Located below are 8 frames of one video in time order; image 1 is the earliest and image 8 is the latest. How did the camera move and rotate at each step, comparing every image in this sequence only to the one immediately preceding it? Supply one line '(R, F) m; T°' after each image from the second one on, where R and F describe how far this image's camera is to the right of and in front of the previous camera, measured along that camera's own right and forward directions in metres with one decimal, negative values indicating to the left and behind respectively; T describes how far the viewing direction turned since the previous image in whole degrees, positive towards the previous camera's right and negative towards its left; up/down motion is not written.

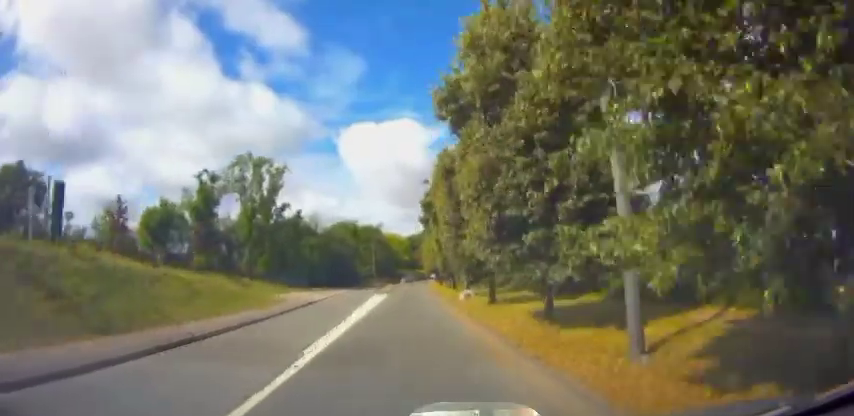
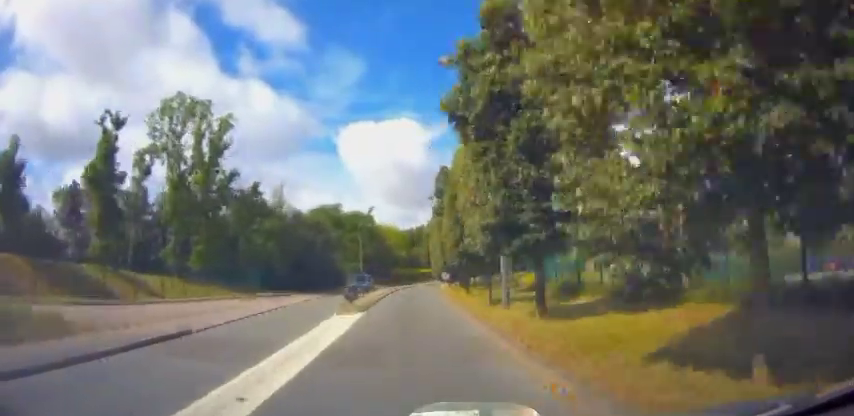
(-0.7, +18.9) m; -7°
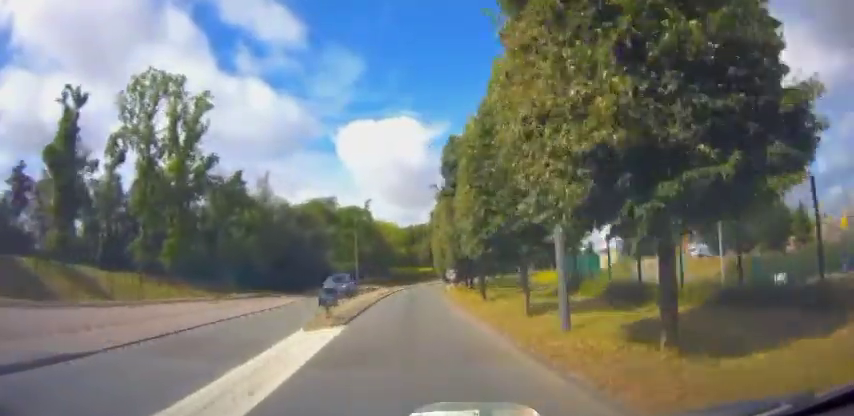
(-0.5, +5.0) m; +2°
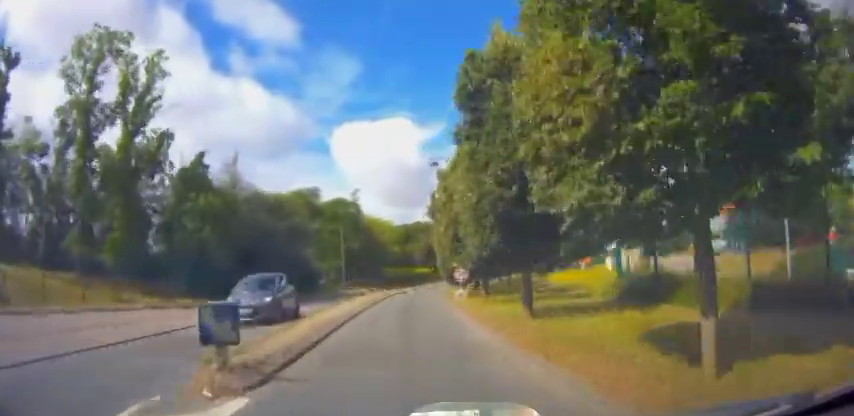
(-0.3, +7.4) m; +4°
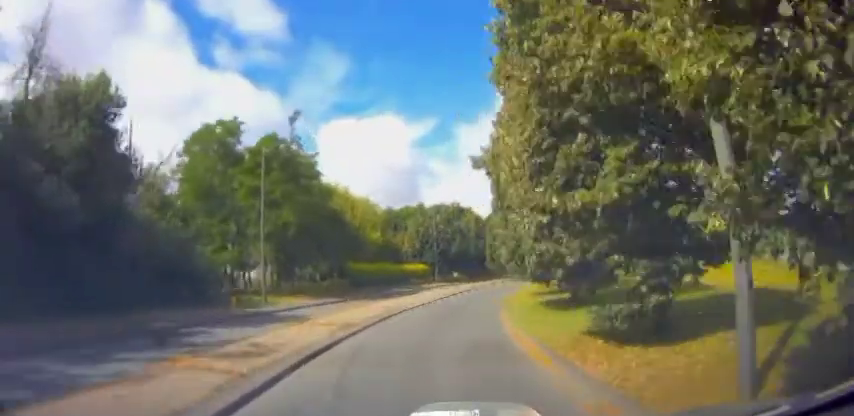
(+3.5, +25.4) m; +7°
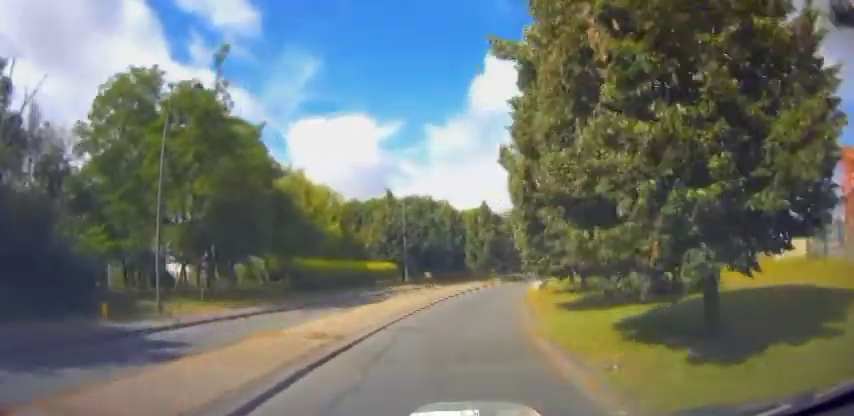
(-0.1, +8.3) m; +1°
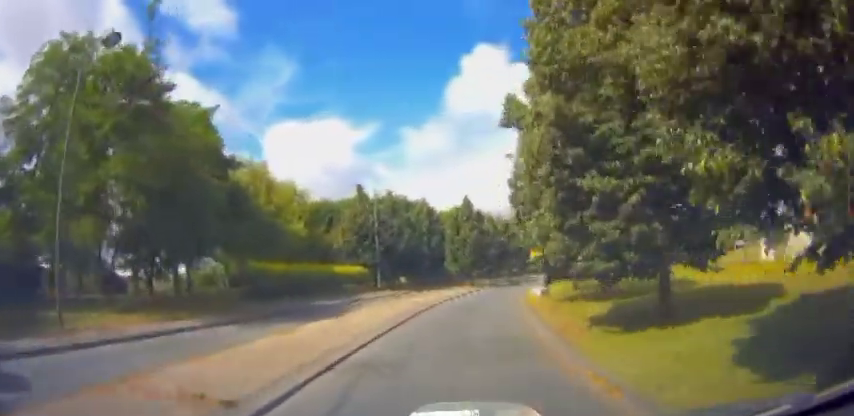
(+0.1, +4.8) m; +2°
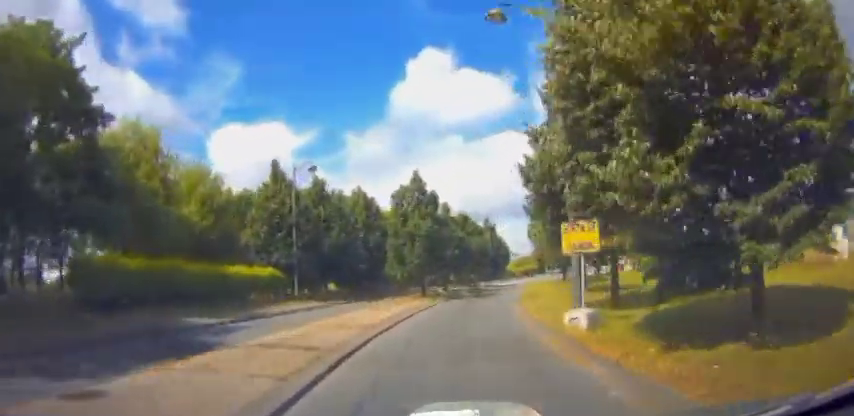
(+0.4, +10.9) m; +5°
